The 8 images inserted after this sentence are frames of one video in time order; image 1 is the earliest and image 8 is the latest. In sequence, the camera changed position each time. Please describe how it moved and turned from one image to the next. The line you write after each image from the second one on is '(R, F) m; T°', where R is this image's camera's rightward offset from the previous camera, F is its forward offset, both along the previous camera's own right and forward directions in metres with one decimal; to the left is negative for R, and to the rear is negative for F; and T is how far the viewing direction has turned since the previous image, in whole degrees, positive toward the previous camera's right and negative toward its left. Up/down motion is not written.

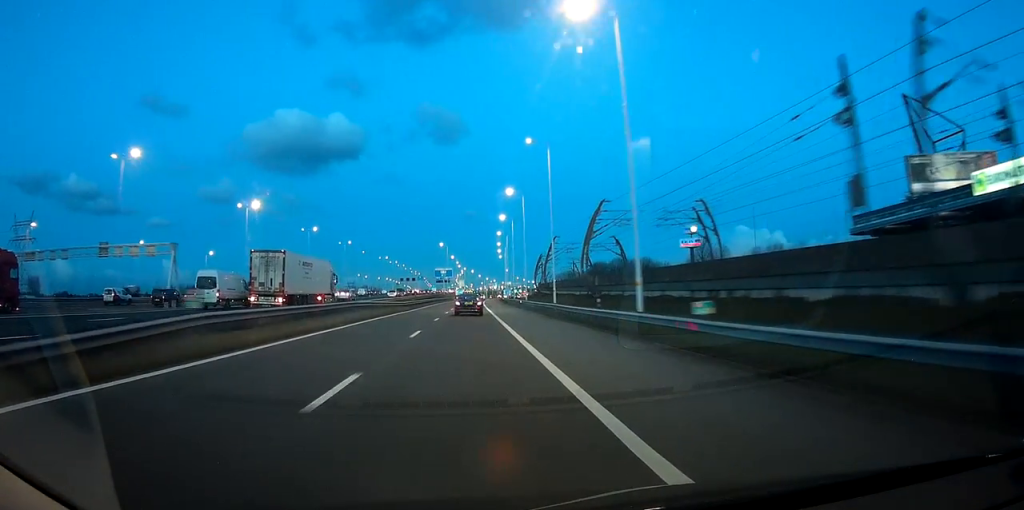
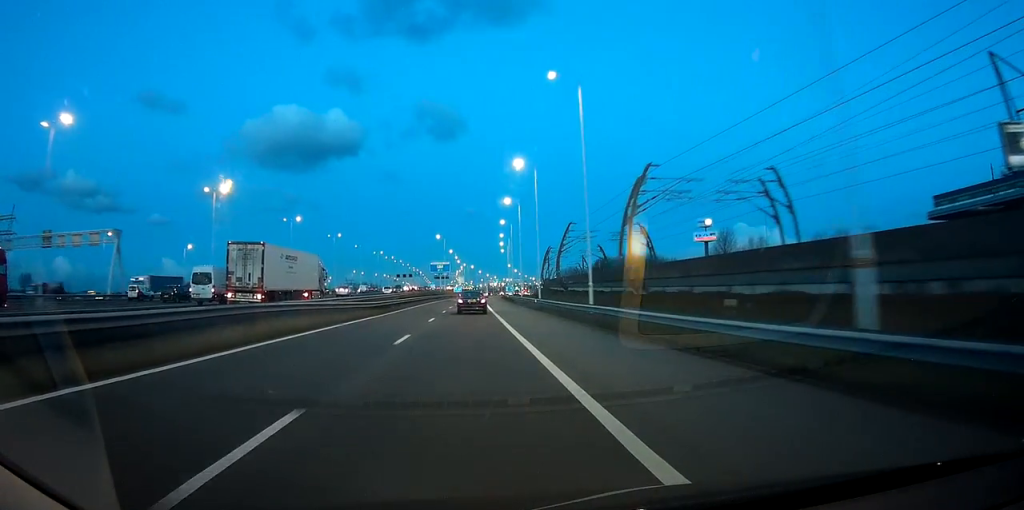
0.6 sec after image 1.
(0.0, +15.3) m; 0°
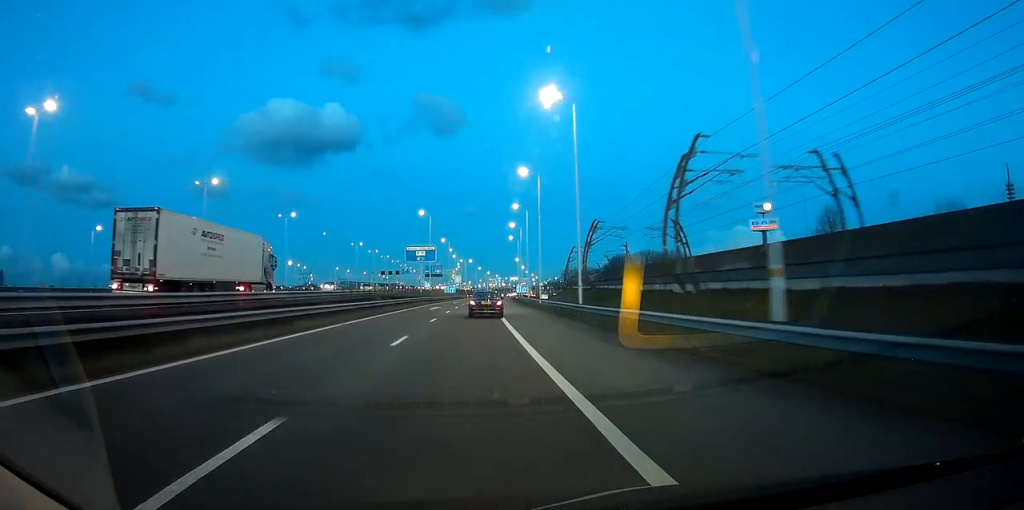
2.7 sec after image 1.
(-0.3, +48.2) m; 0°
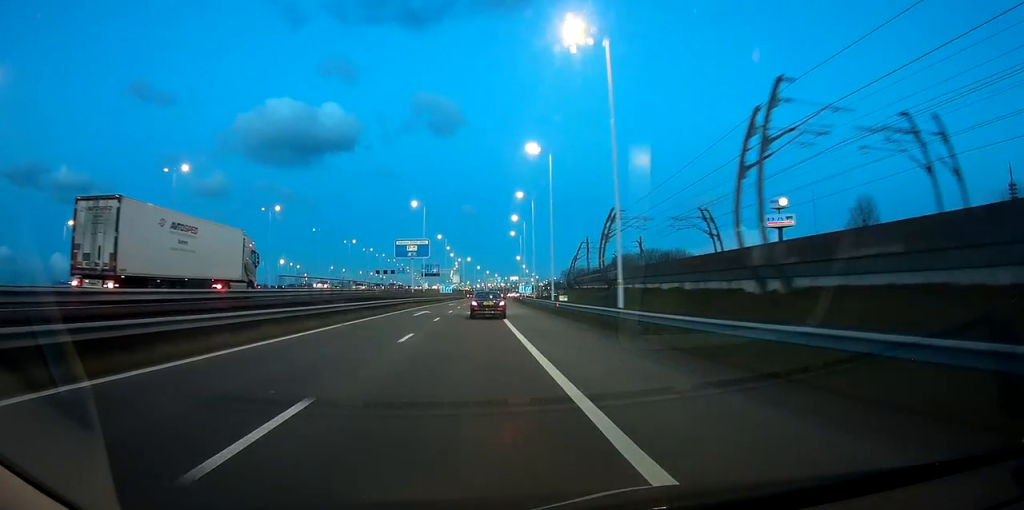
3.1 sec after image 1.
(-0.1, +10.8) m; 0°
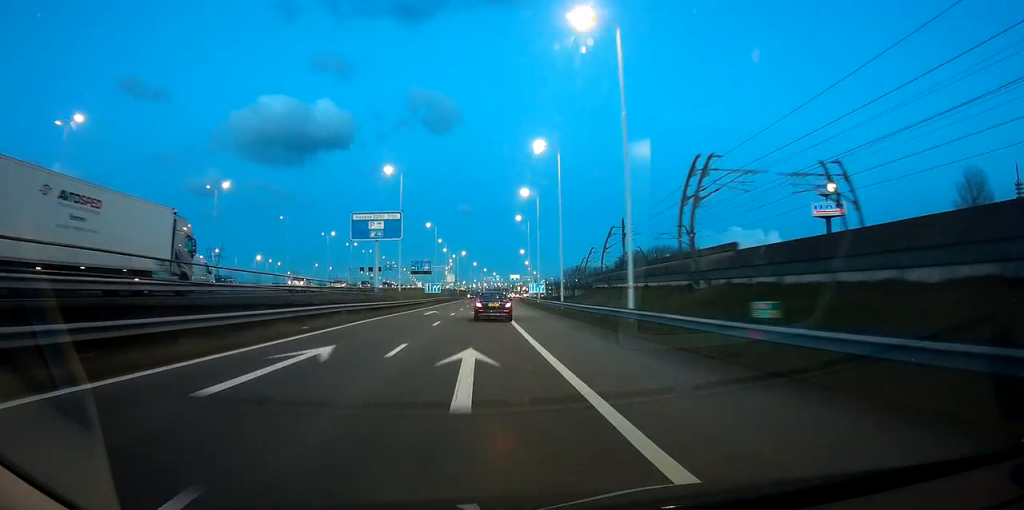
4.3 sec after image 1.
(+0.6, +27.4) m; +1°
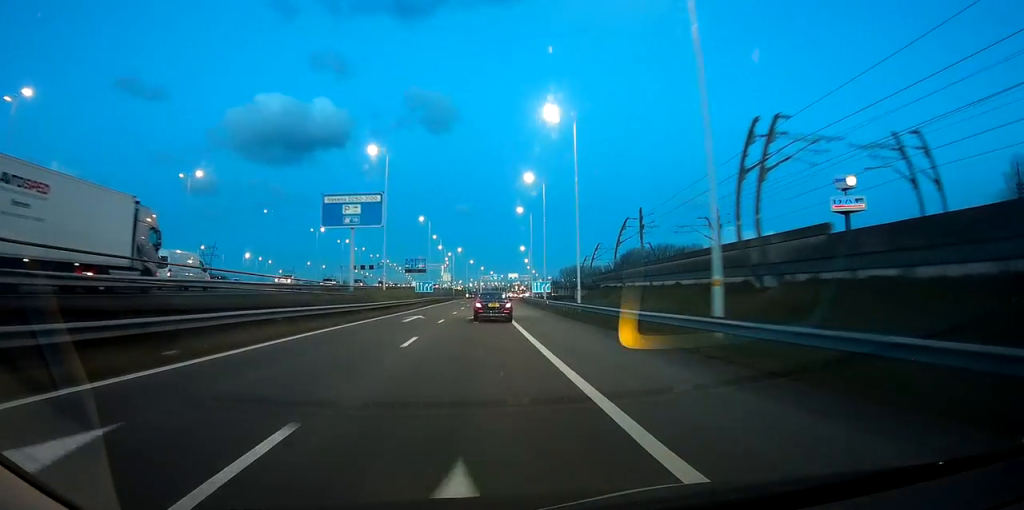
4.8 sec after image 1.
(+0.1, +9.7) m; 0°
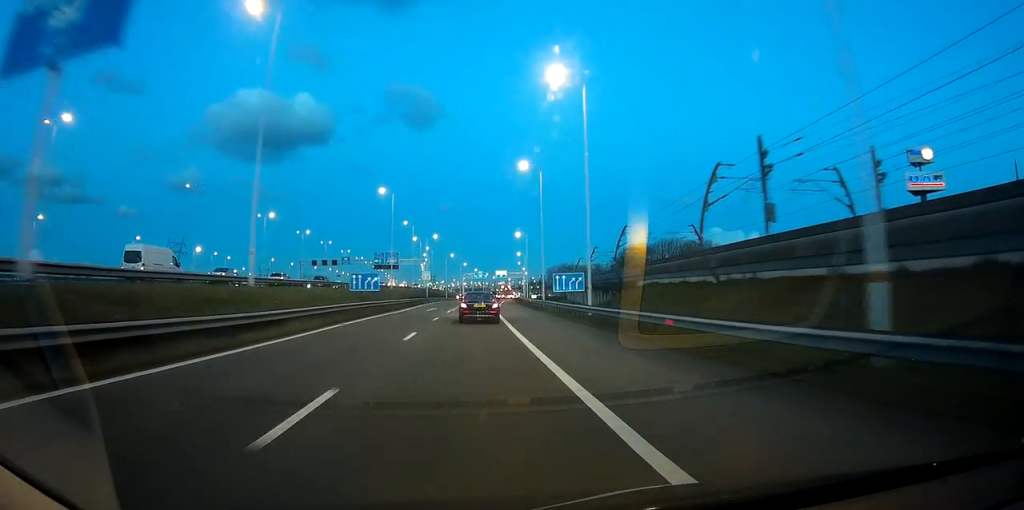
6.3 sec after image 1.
(0.0, +33.3) m; +2°
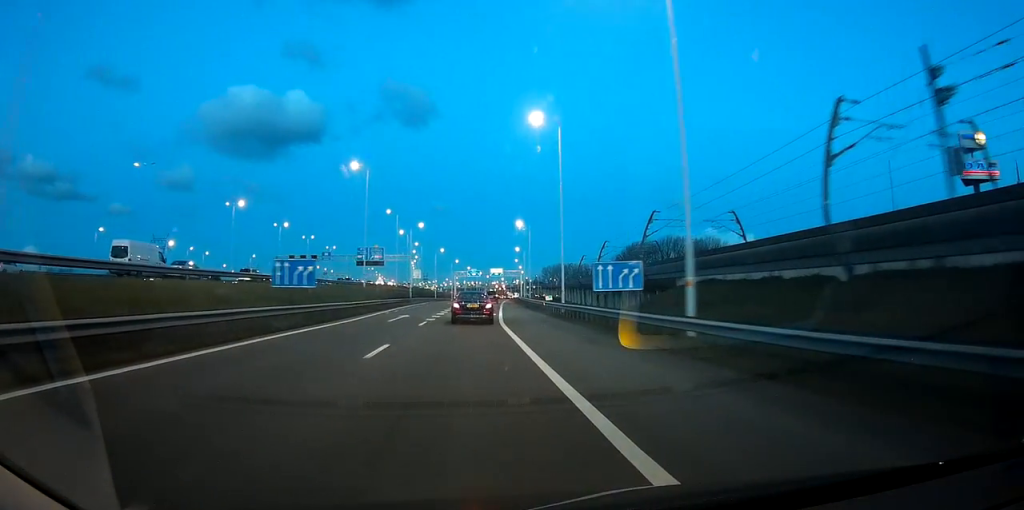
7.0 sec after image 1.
(+0.6, +16.9) m; +1°
